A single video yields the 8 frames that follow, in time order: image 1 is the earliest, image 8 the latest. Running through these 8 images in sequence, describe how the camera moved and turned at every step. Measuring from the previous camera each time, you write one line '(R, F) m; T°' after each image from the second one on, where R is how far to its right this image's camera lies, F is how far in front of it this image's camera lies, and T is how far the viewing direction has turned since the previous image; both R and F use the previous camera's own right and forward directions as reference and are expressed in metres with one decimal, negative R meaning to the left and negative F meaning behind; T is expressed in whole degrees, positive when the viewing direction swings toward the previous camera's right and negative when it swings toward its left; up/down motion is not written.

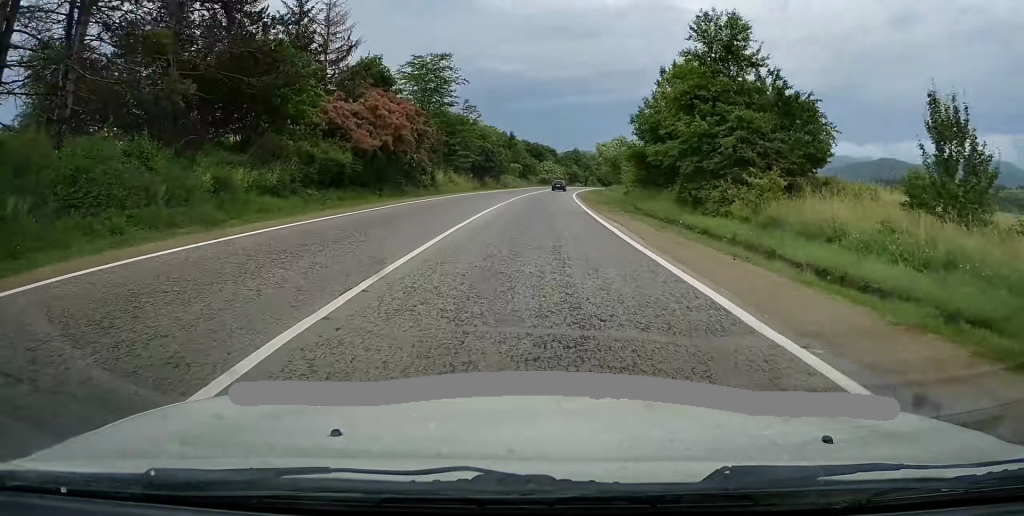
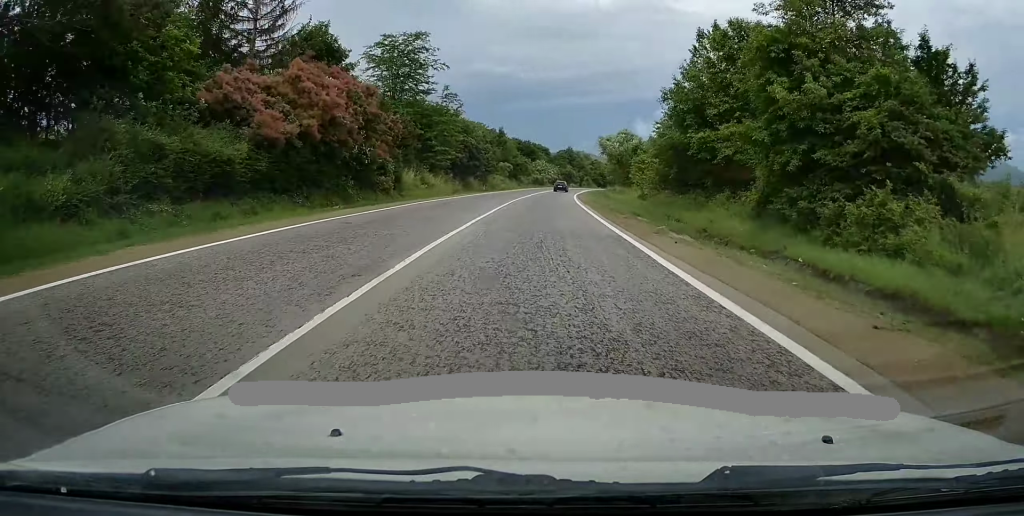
(+0.2, +11.7) m; +1°
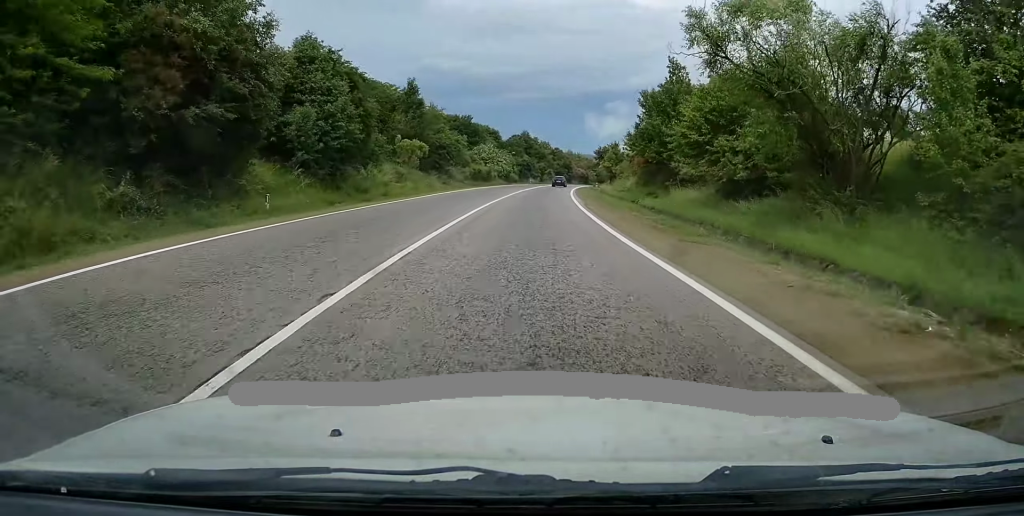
(+1.3, +50.3) m; +4°
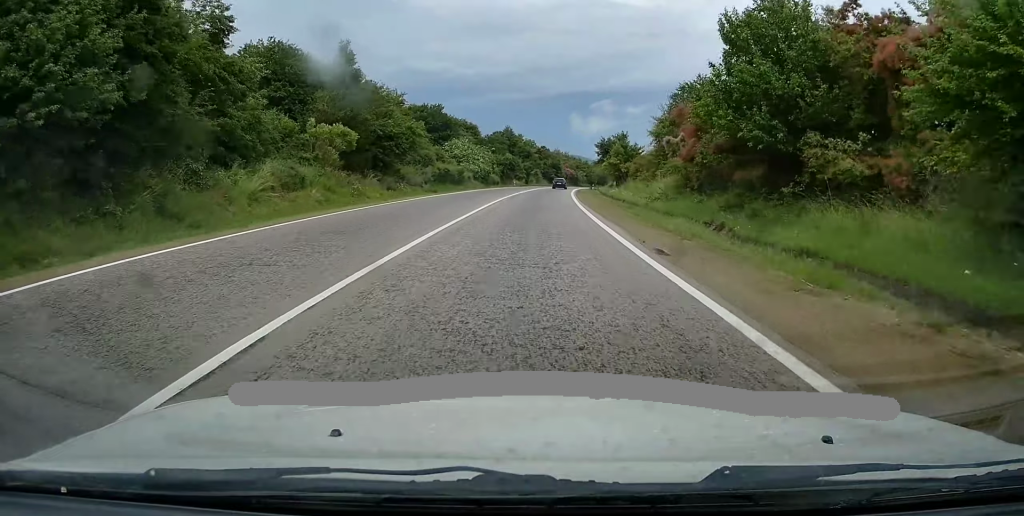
(+0.4, +18.4) m; +2°
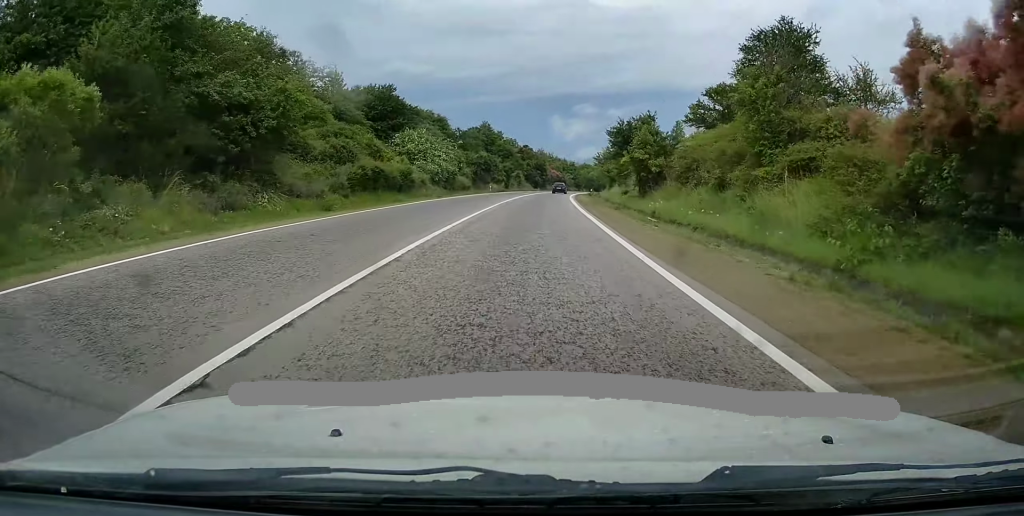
(-0.1, +21.7) m; +2°
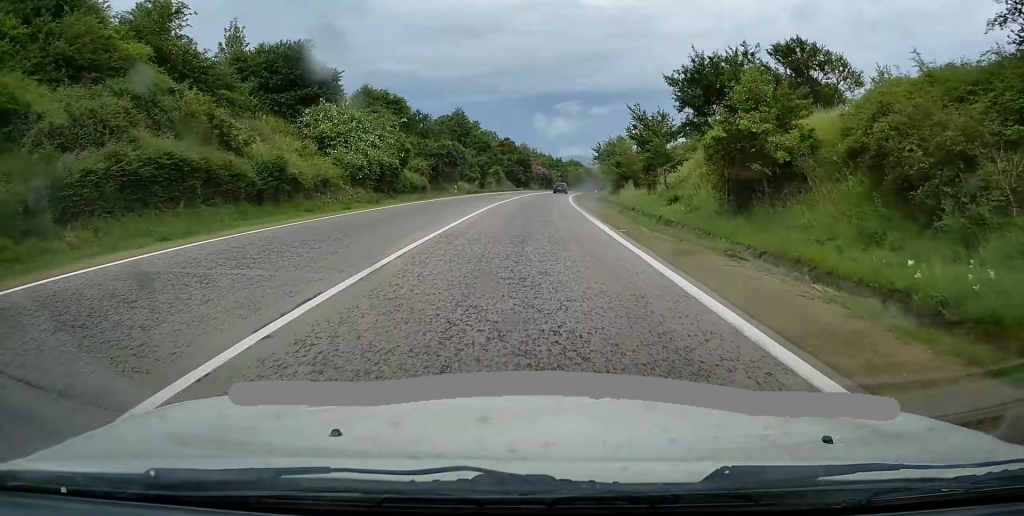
(+0.8, +21.5) m; +2°
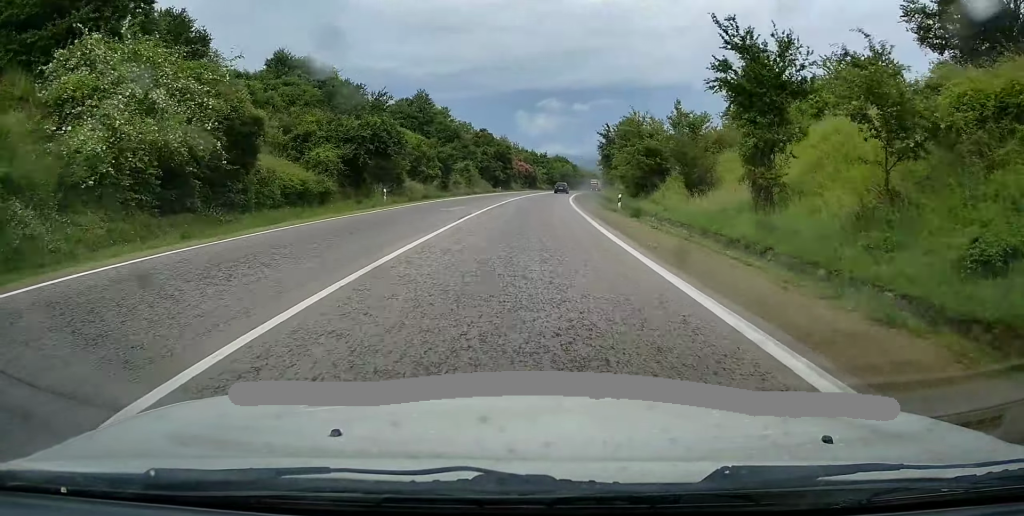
(+0.1, +22.5) m; +1°
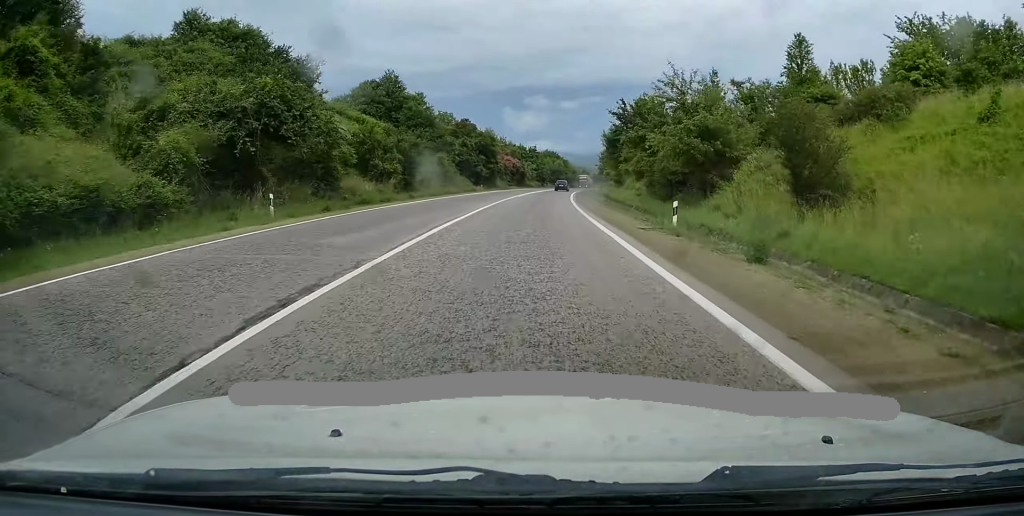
(+0.1, +14.2) m; +1°
